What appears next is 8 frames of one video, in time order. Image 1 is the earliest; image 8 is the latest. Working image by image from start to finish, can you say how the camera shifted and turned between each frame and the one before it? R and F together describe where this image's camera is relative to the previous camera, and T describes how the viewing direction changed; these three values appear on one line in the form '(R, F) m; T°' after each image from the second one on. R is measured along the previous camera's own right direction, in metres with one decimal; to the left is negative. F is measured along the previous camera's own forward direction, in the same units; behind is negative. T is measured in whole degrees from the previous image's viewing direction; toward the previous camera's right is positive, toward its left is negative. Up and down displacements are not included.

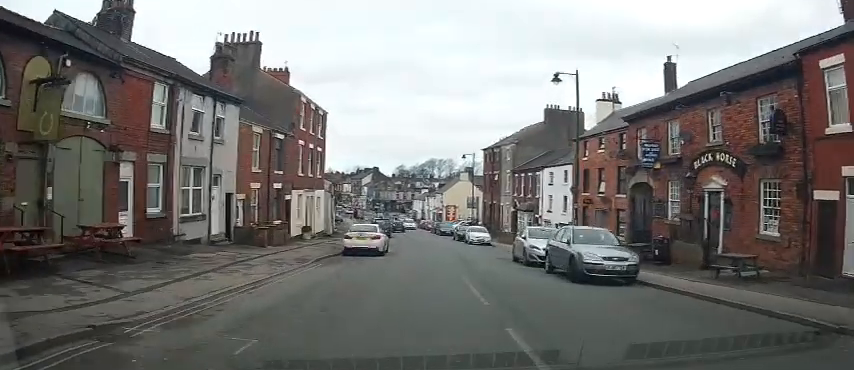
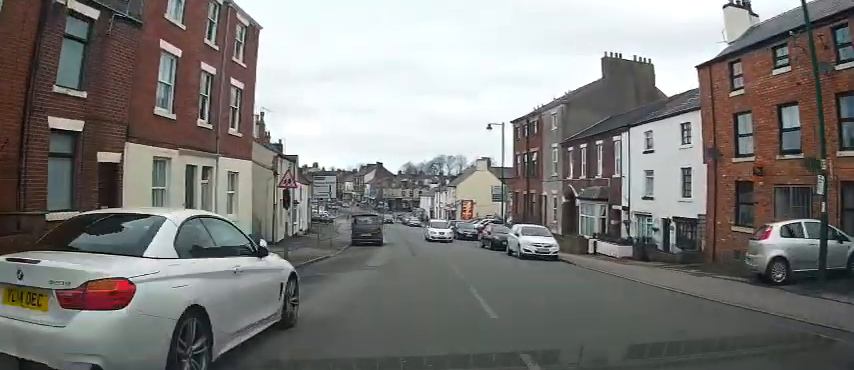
(0.0, +19.3) m; 0°
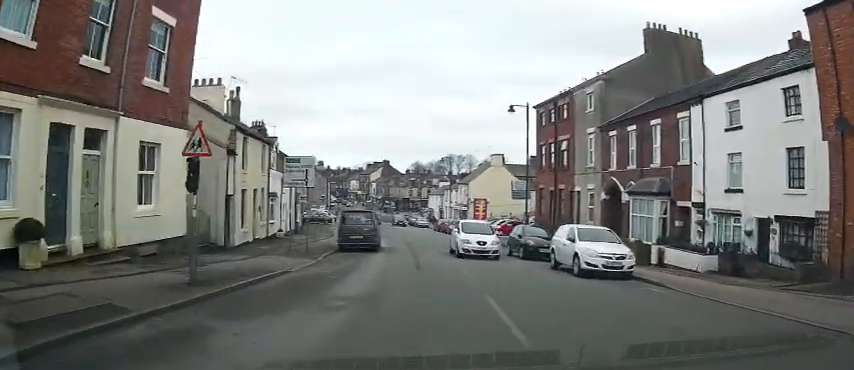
(0.0, +7.5) m; -2°
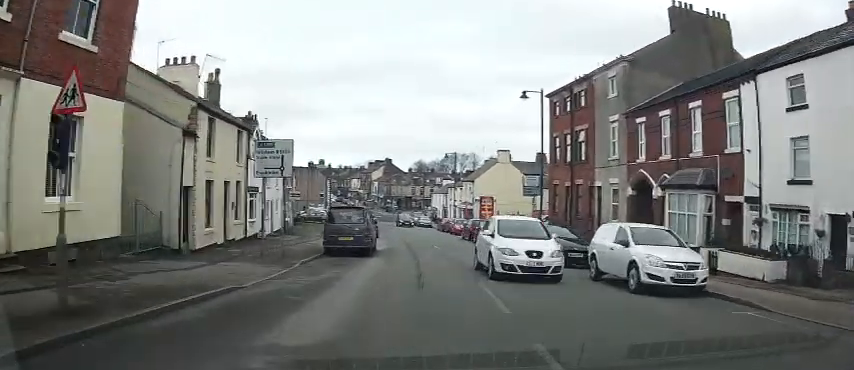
(0.0, +3.9) m; -1°
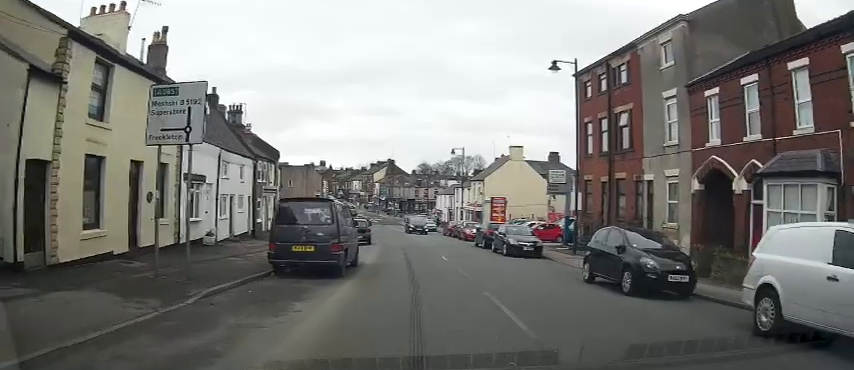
(-0.4, +7.3) m; 0°
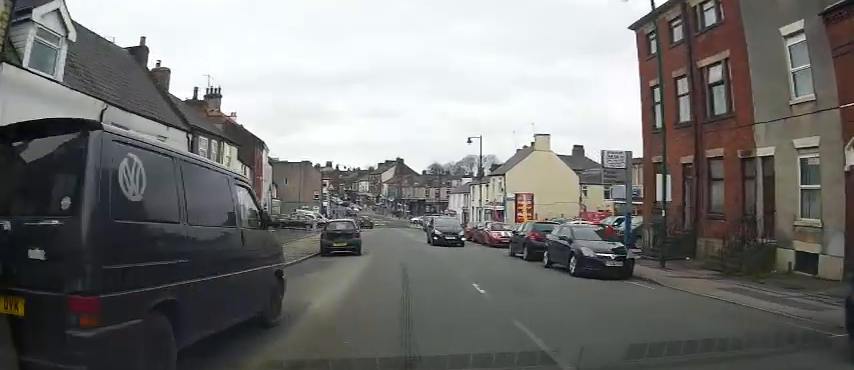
(+0.4, +9.0) m; 0°
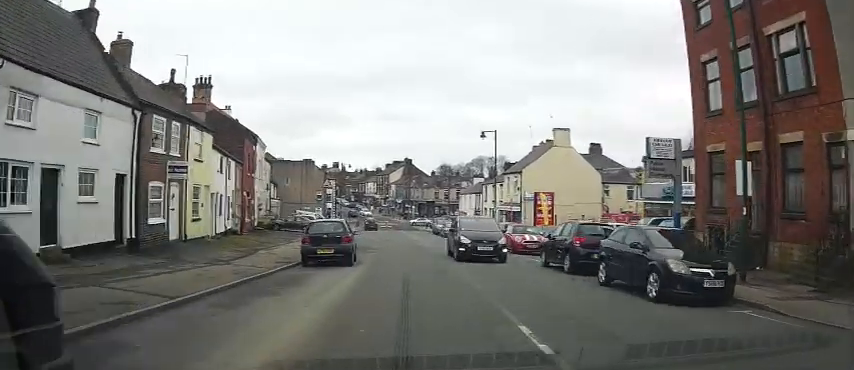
(-0.1, +4.7) m; -4°
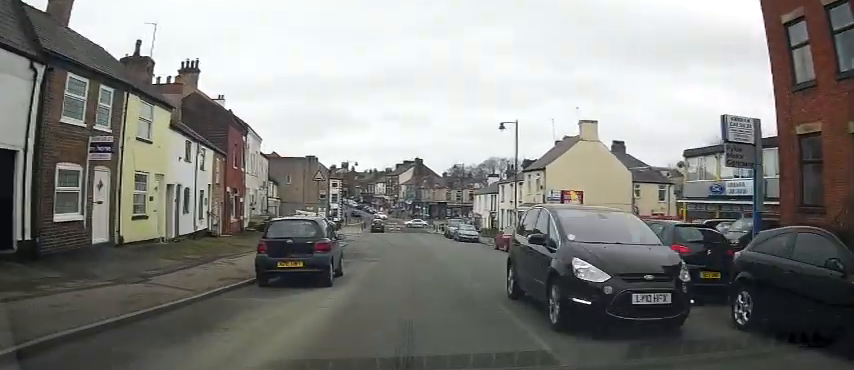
(-0.2, +5.3) m; -2°
